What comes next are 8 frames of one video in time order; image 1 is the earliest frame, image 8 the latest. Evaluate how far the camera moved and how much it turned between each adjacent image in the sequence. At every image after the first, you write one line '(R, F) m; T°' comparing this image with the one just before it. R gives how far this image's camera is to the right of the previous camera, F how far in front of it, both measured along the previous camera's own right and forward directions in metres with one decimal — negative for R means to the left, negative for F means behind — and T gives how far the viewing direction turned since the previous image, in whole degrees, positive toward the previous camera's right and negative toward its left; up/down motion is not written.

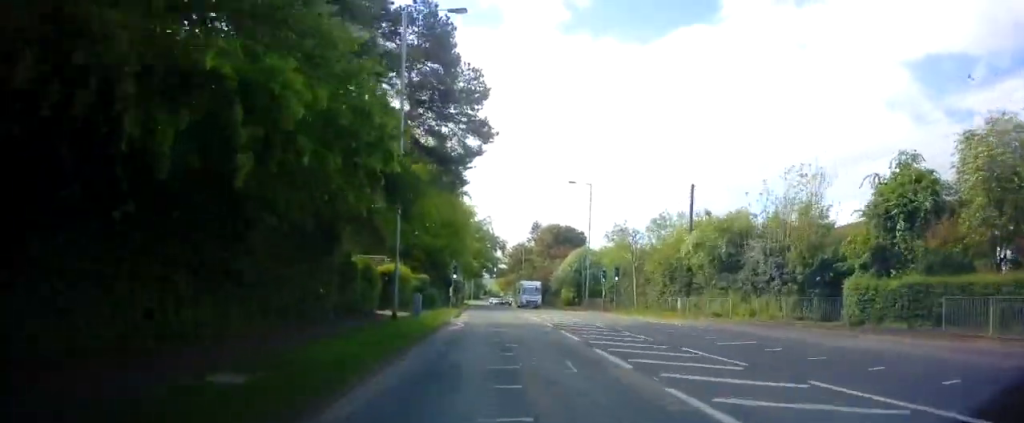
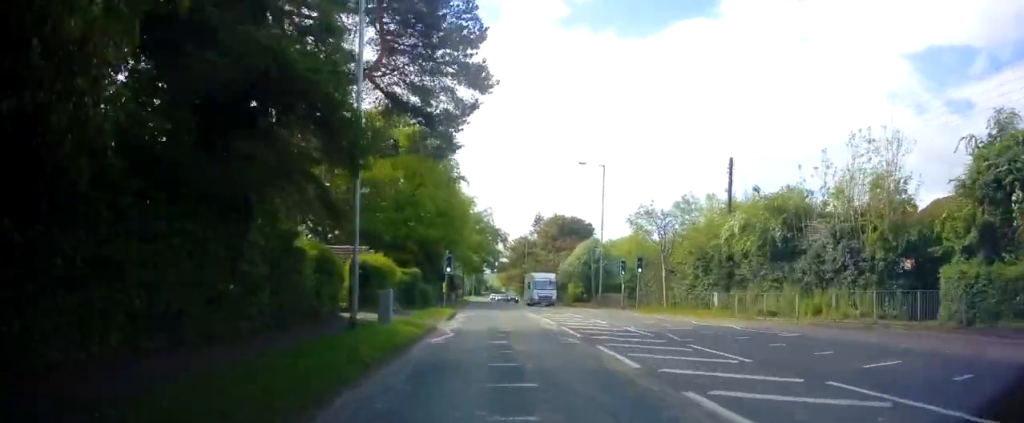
(0.0, +6.2) m; -1°
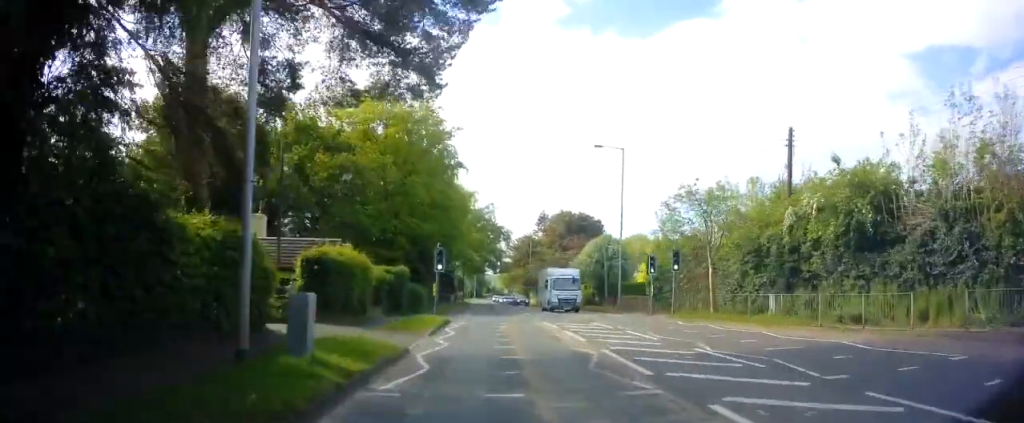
(0.0, +6.6) m; -1°
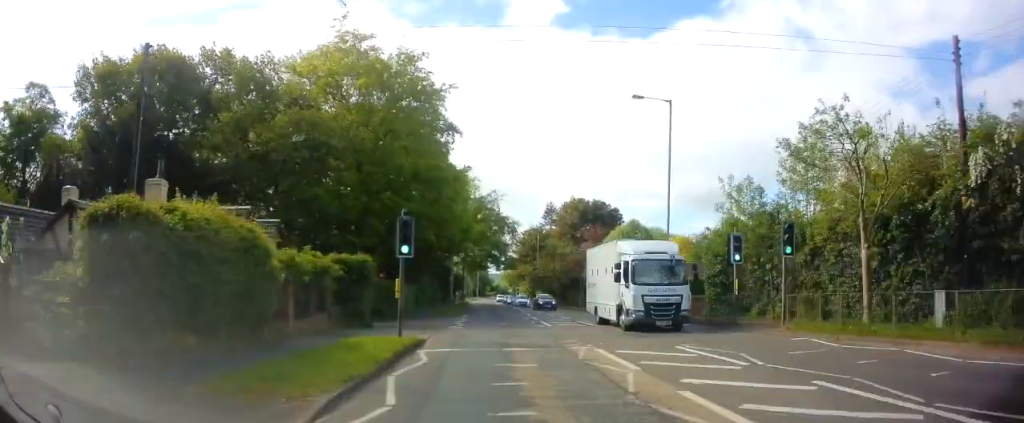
(-0.2, +10.9) m; -1°
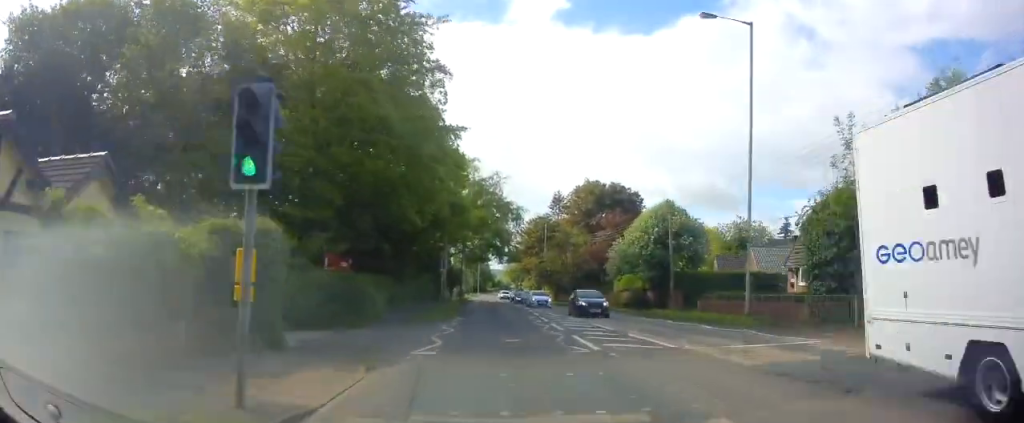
(-0.1, +10.1) m; 0°
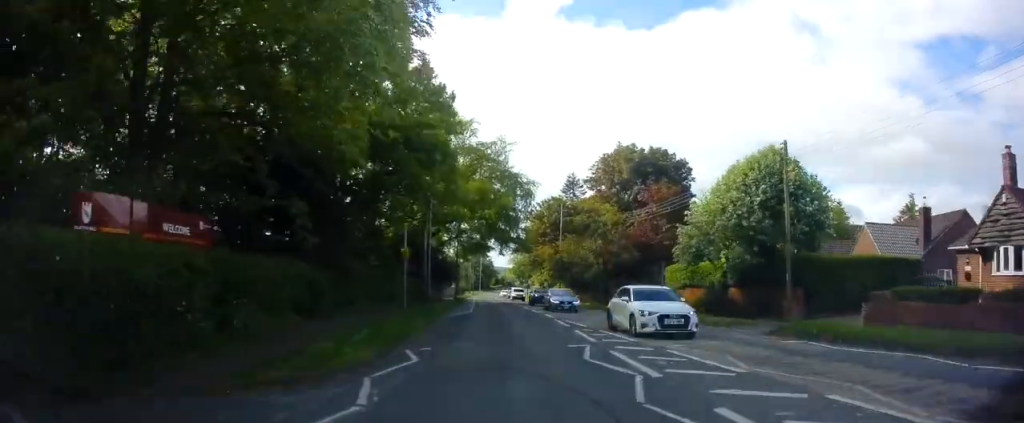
(0.0, +16.1) m; 0°
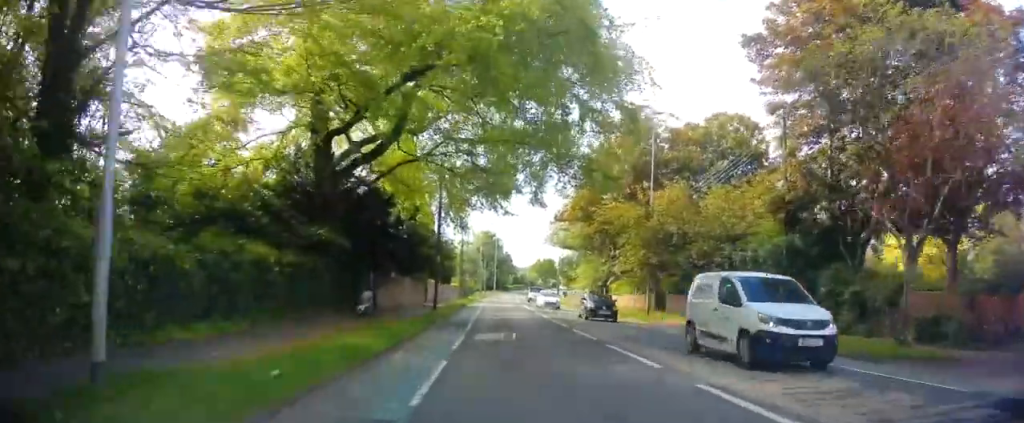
(-0.2, +34.0) m; -2°
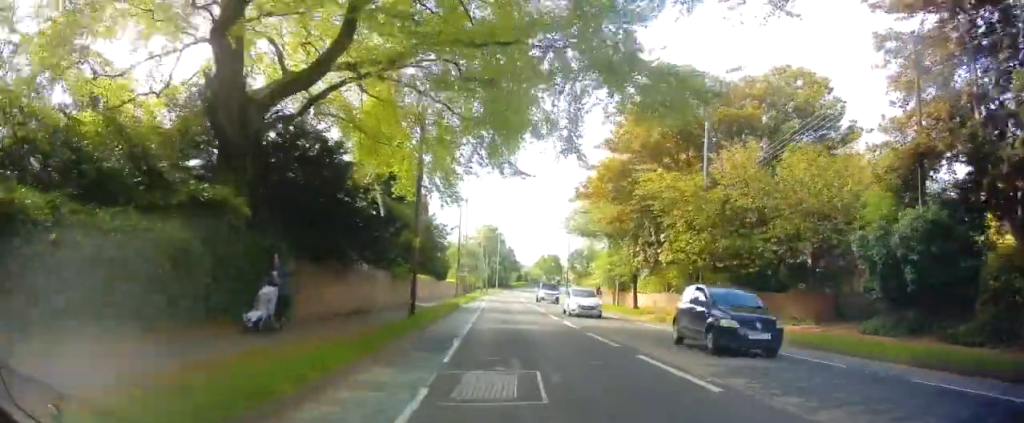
(-0.1, +8.9) m; 0°
